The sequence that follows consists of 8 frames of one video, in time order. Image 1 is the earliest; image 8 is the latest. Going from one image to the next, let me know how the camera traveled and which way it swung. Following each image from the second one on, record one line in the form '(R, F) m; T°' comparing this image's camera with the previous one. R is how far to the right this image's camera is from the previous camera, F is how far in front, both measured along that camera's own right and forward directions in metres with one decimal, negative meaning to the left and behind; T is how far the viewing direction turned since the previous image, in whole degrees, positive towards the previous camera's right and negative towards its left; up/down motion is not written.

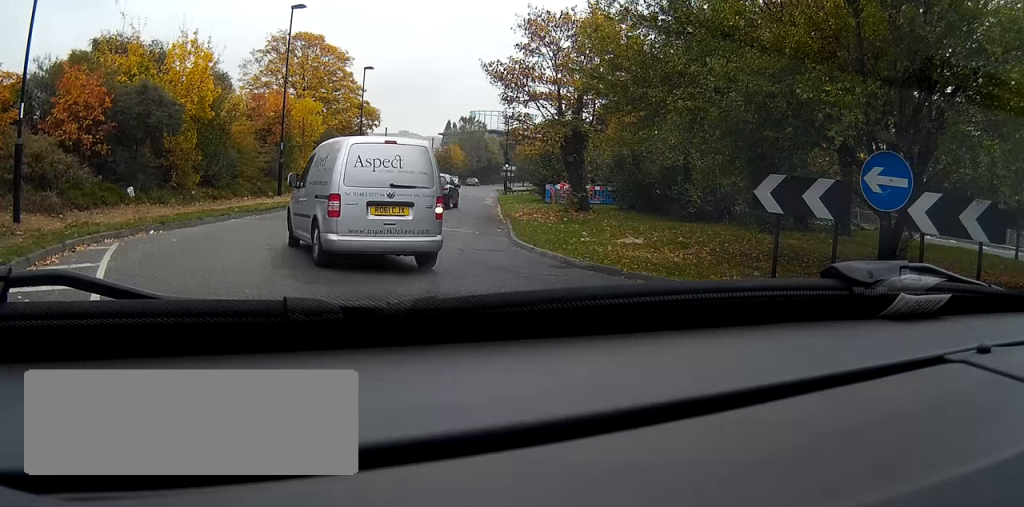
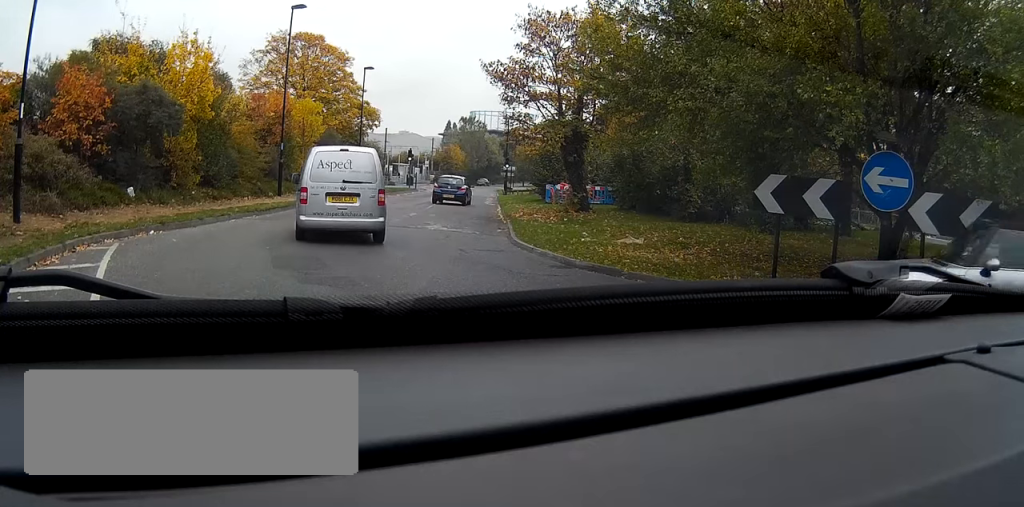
(0.0, 0.0) m; 0°
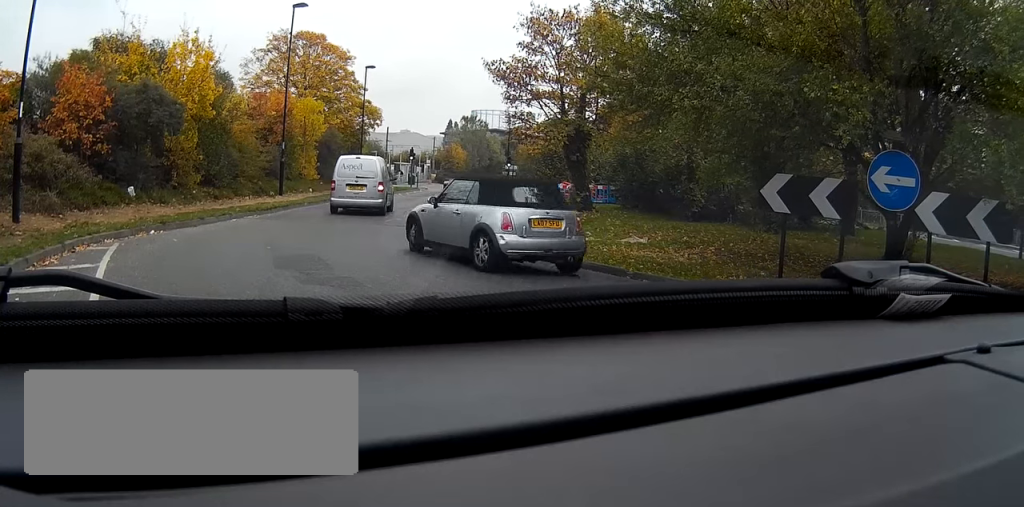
(0.0, 0.0) m; 0°
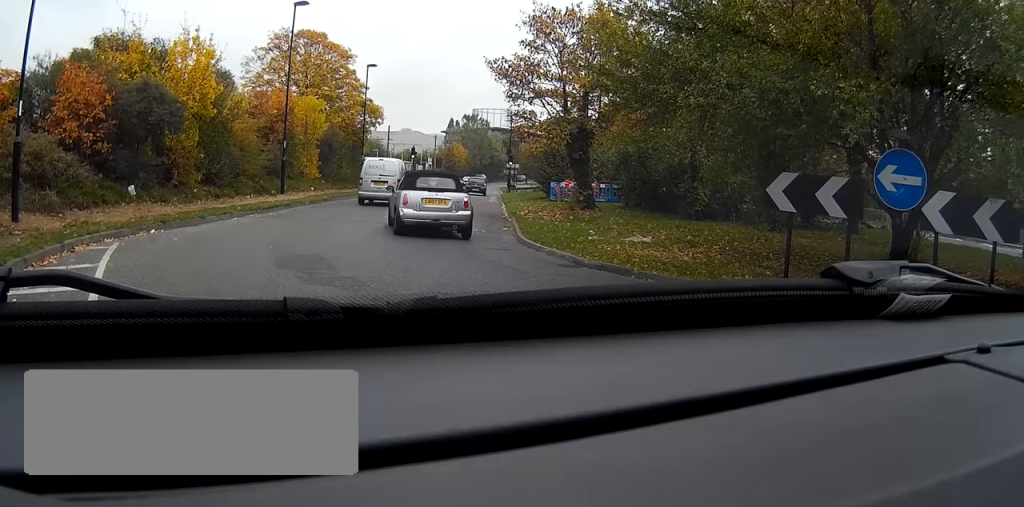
(0.0, 0.0) m; 0°
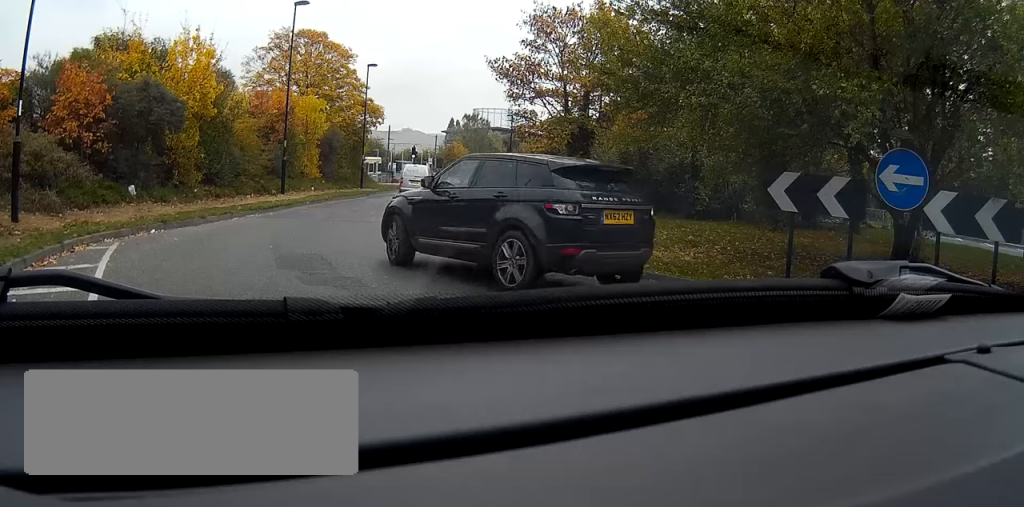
(0.0, 0.0) m; 0°
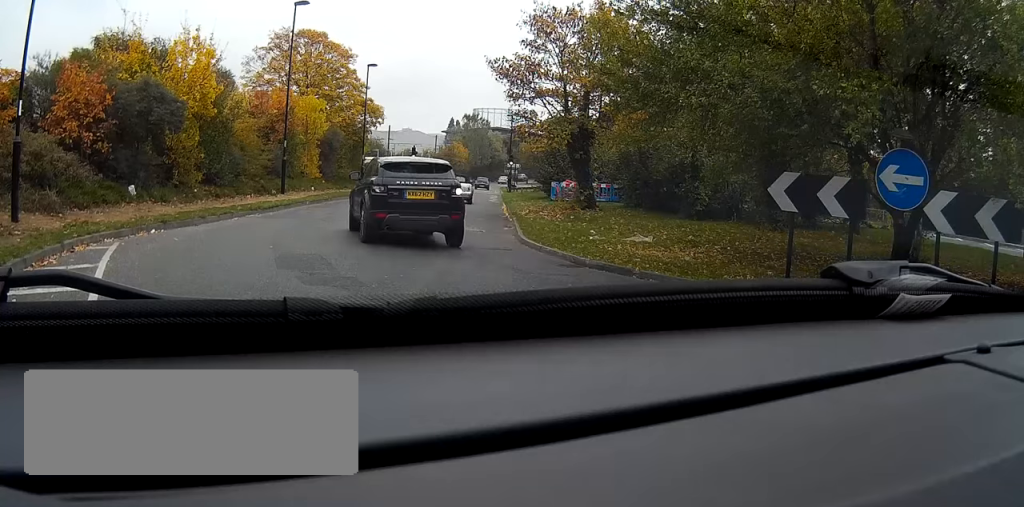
(0.0, 0.0) m; 0°
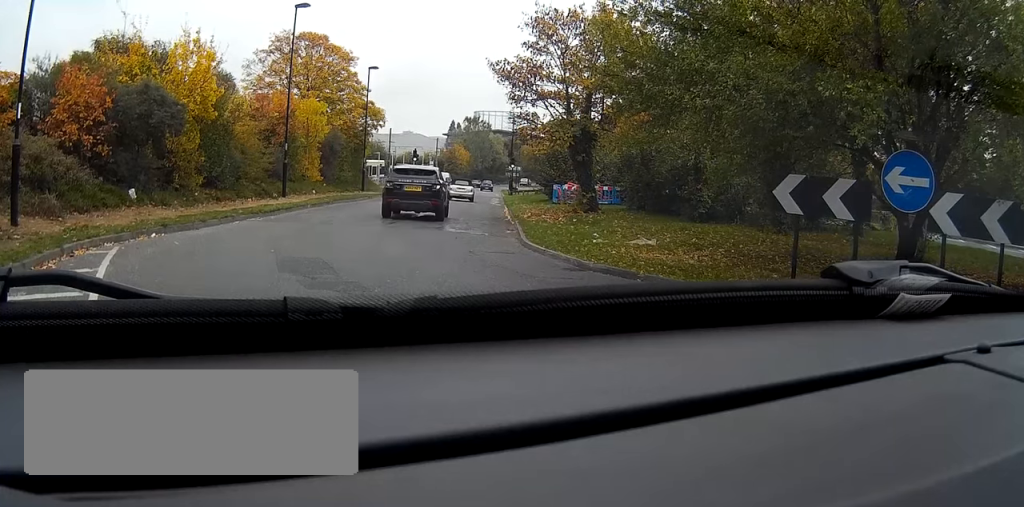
(0.0, +0.1) m; 0°
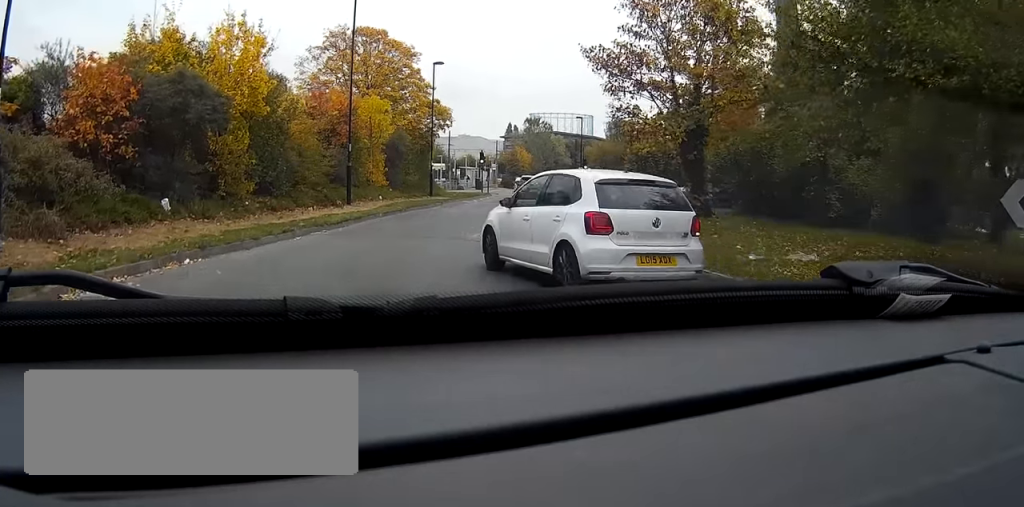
(0.0, +2.5) m; +2°
